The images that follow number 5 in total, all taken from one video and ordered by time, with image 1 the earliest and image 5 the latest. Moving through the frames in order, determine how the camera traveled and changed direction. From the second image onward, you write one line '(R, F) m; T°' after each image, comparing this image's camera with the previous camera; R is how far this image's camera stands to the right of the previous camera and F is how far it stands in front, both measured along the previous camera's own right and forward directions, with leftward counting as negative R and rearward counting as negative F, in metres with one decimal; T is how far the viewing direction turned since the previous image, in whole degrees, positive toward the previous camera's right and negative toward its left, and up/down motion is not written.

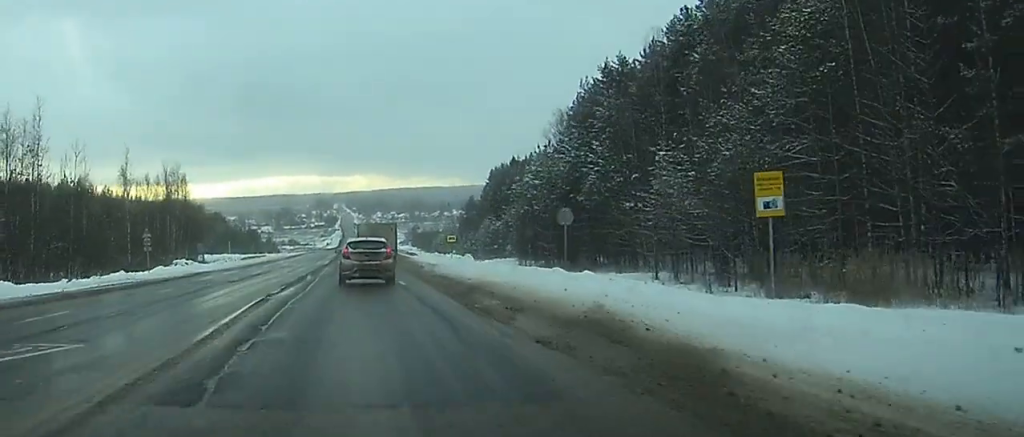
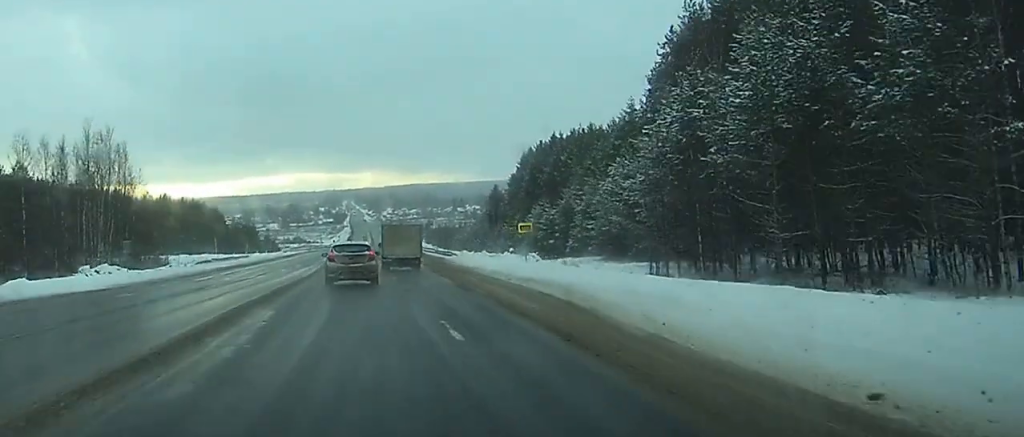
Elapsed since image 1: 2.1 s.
(+0.3, +39.4) m; +1°
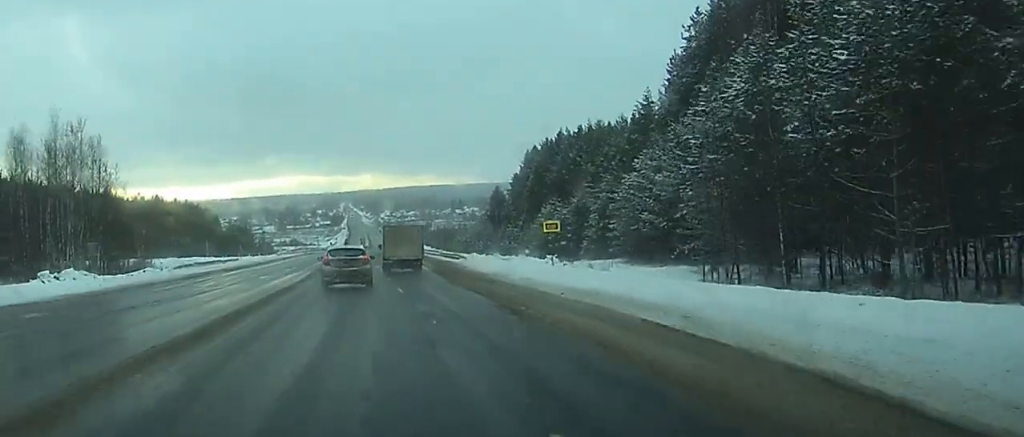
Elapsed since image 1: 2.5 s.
(0.0, +8.6) m; 0°
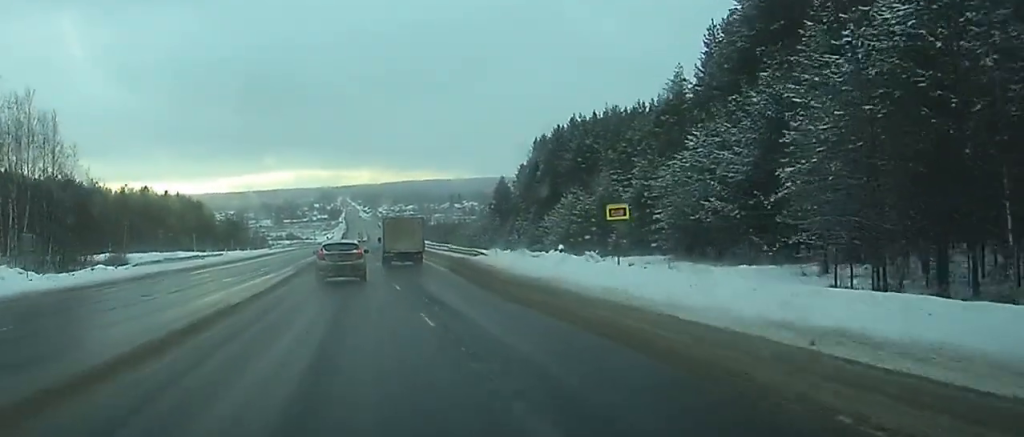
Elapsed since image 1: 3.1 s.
(0.0, +12.9) m; 0°
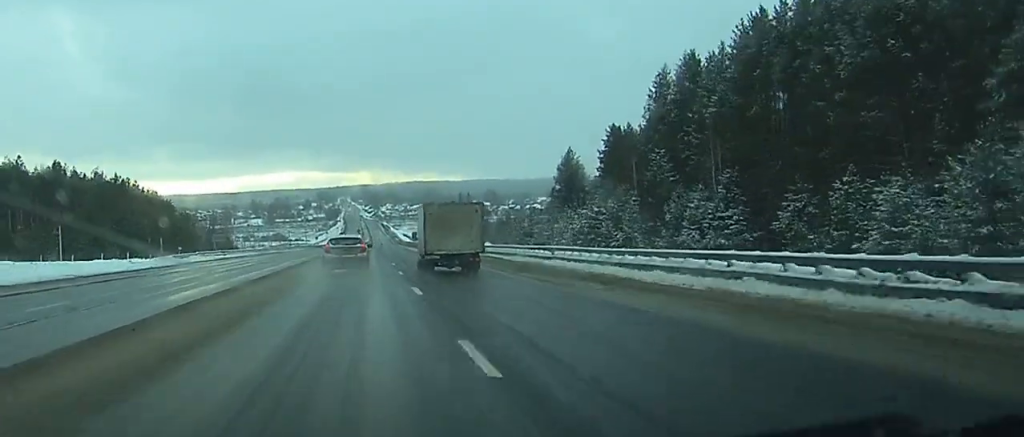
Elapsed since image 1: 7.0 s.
(-0.2, +87.5) m; 0°
